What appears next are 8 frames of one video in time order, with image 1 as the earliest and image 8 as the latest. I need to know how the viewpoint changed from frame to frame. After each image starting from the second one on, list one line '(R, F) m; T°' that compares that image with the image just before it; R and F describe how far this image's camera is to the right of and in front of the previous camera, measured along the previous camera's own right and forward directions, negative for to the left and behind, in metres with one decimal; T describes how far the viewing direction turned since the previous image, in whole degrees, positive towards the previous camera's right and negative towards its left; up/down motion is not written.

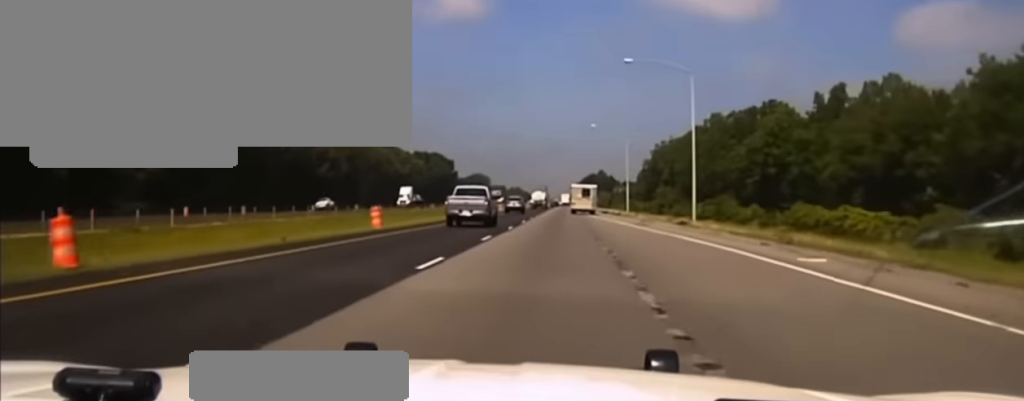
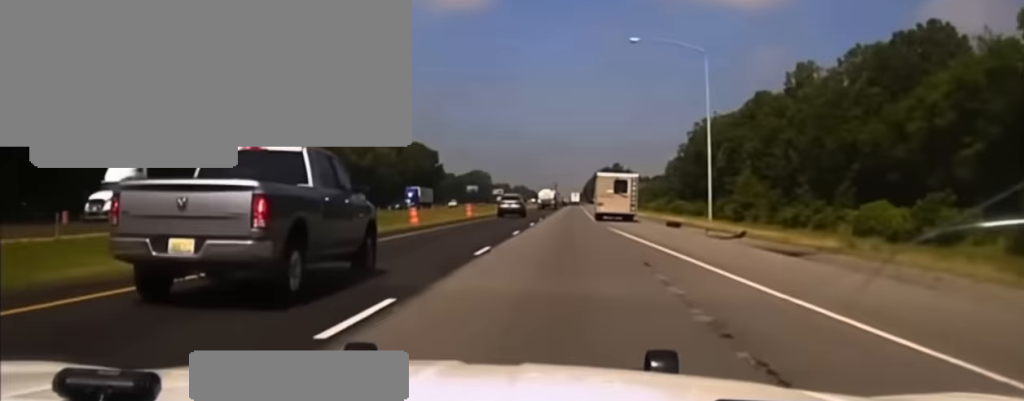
(-0.4, +70.3) m; 0°
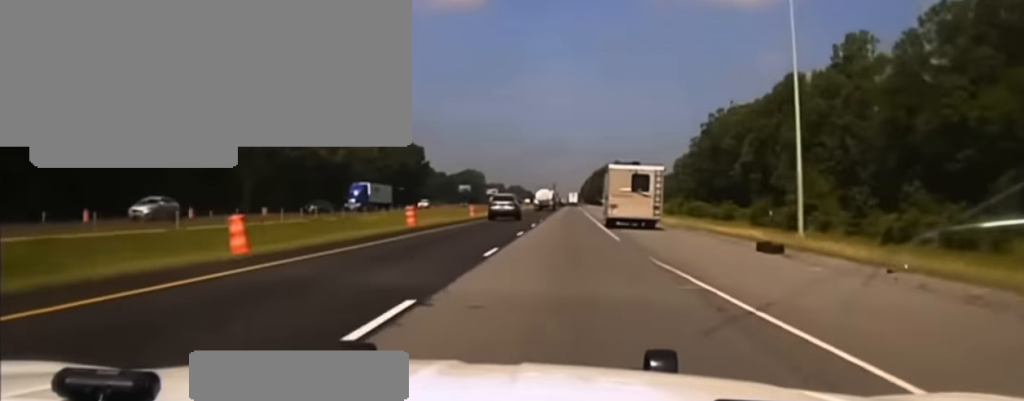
(0.0, +24.8) m; 0°
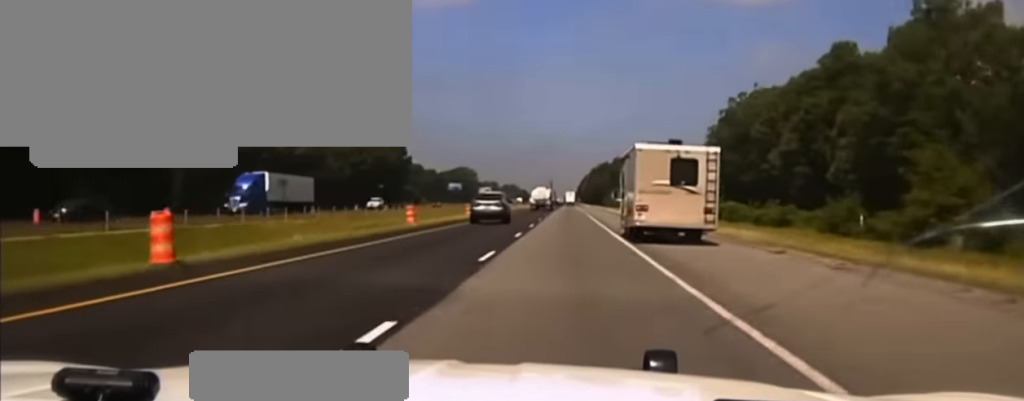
(0.0, +26.6) m; 0°
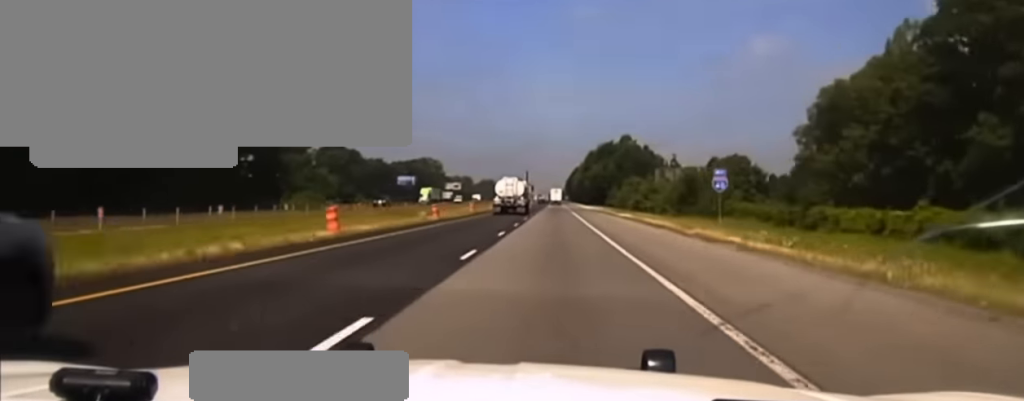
(+1.0, +108.8) m; 0°
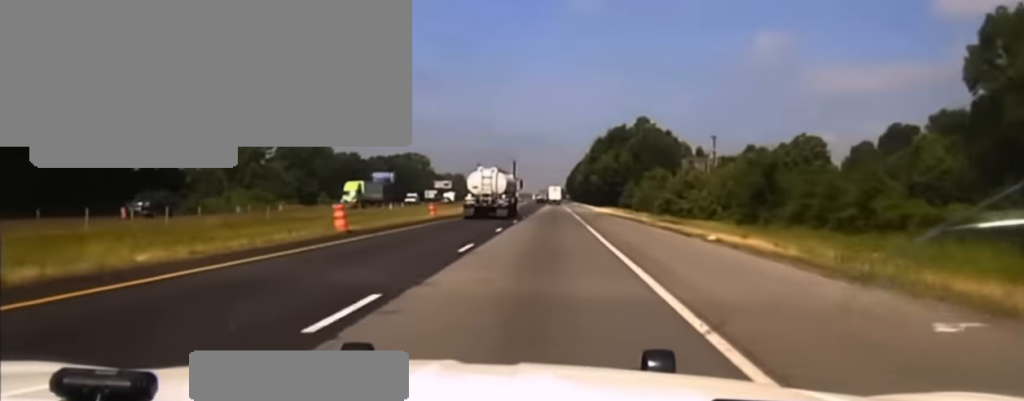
(-0.2, +50.5) m; 0°
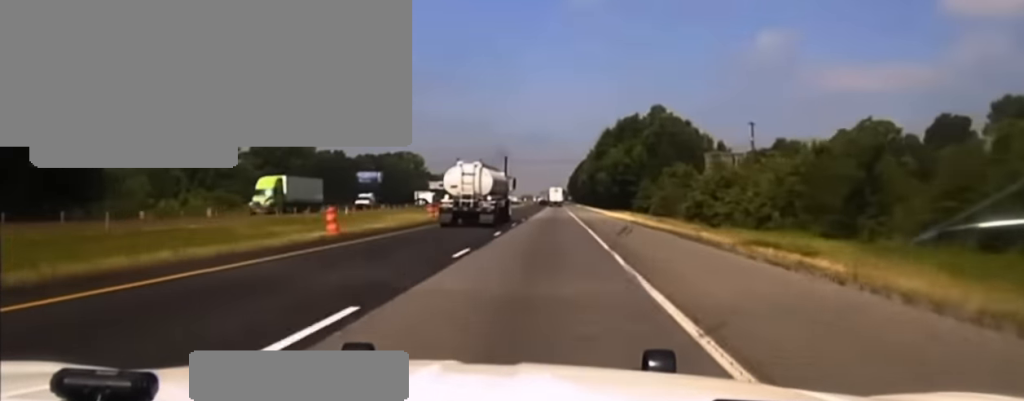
(-0.2, +22.2) m; 0°
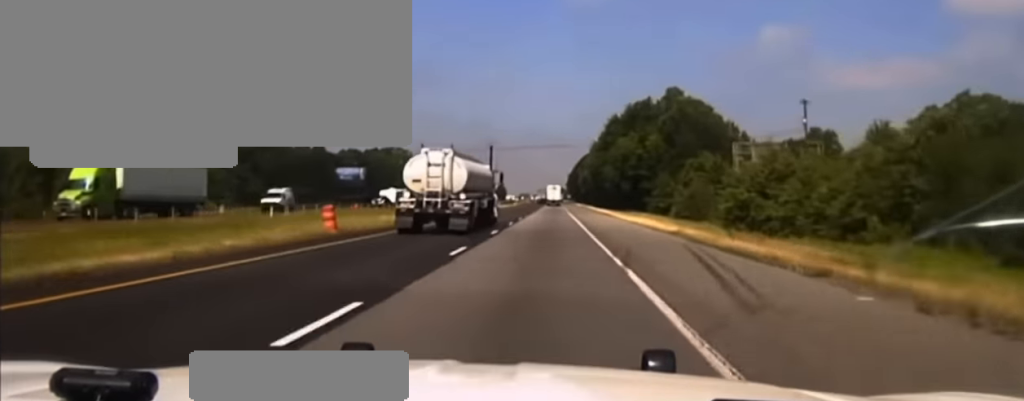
(+0.1, +24.1) m; 0°
